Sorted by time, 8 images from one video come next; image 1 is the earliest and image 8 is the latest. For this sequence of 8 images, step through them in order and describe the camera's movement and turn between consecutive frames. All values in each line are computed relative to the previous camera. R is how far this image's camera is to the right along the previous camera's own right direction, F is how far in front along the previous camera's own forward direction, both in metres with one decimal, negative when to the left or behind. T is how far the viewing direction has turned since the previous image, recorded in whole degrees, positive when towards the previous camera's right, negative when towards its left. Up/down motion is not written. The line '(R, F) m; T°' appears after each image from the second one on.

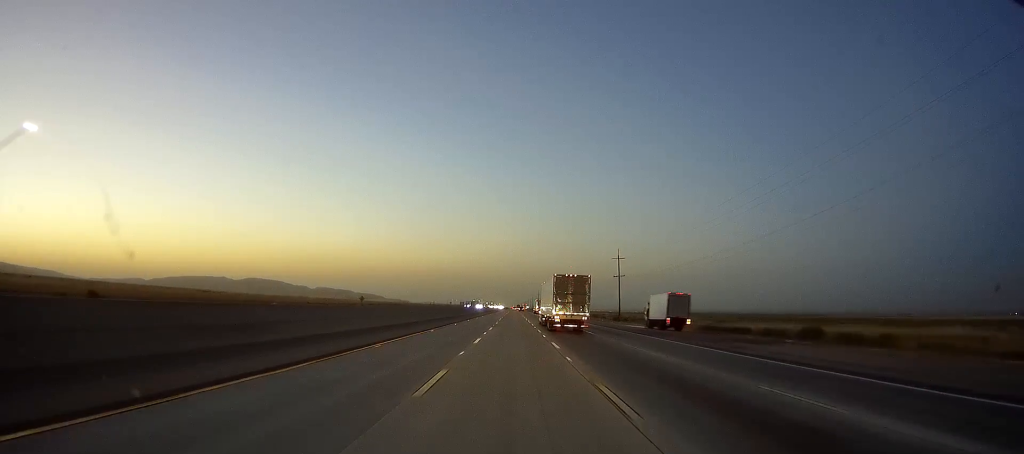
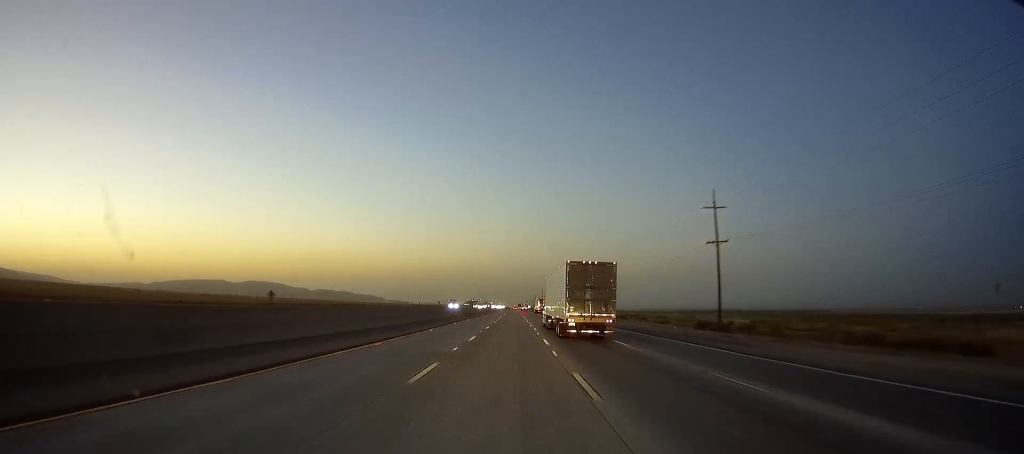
(+0.7, +56.8) m; 0°
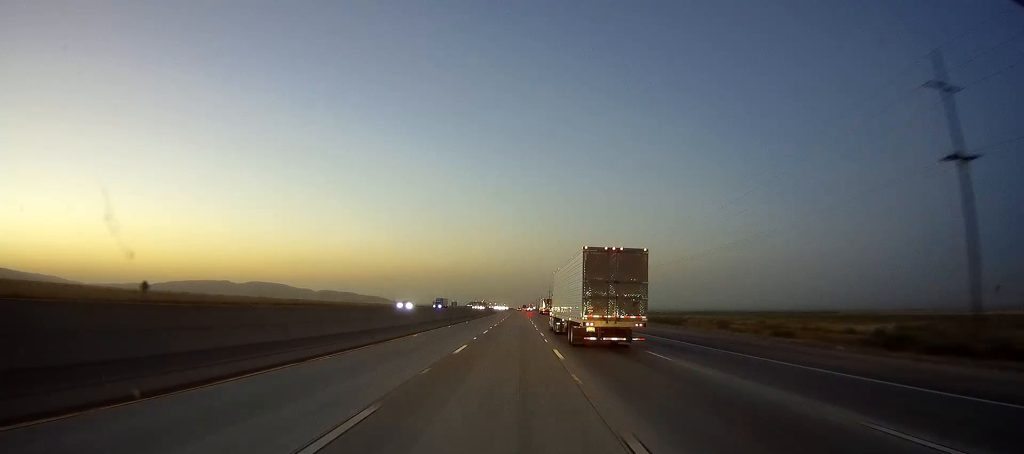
(-0.7, +36.1) m; -1°
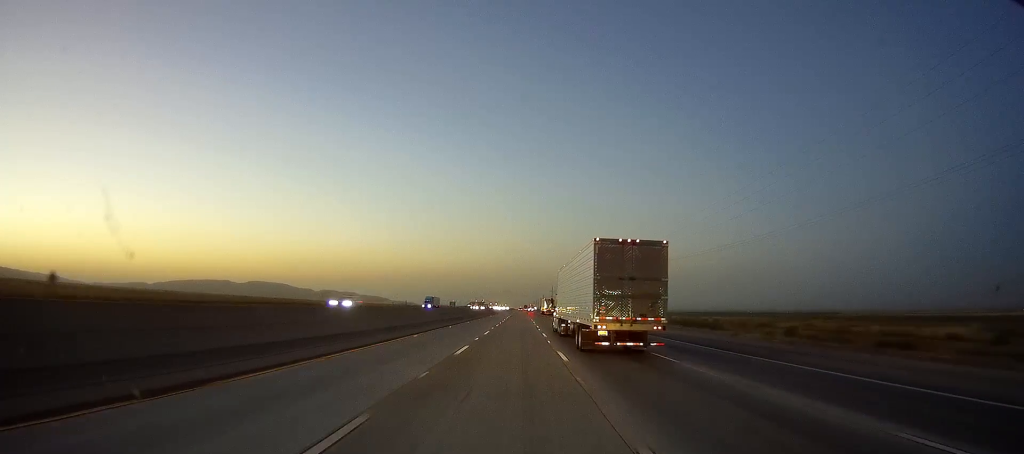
(-0.1, +15.3) m; +1°
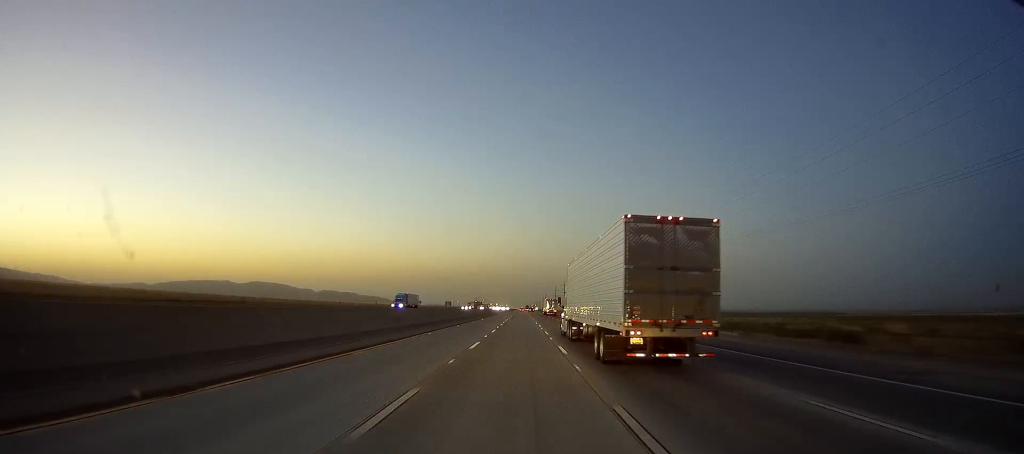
(+0.3, +26.2) m; 0°
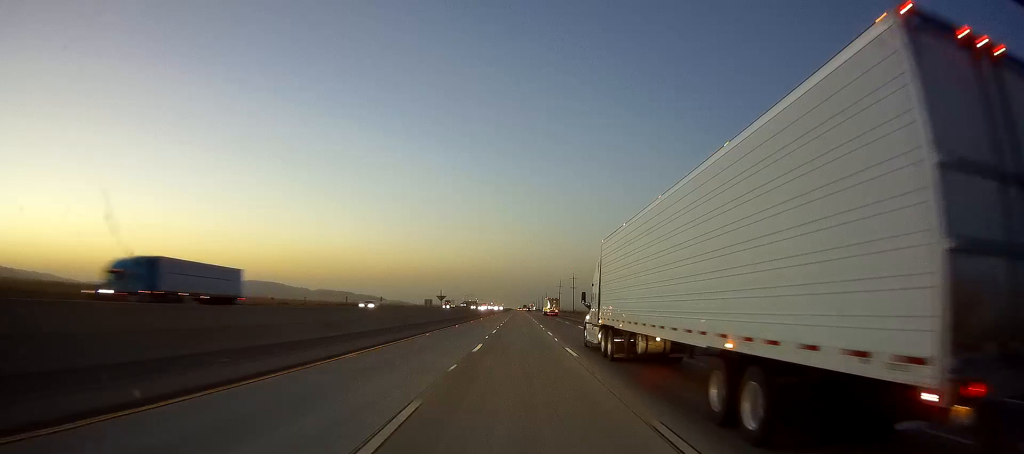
(0.0, +59.7) m; 0°
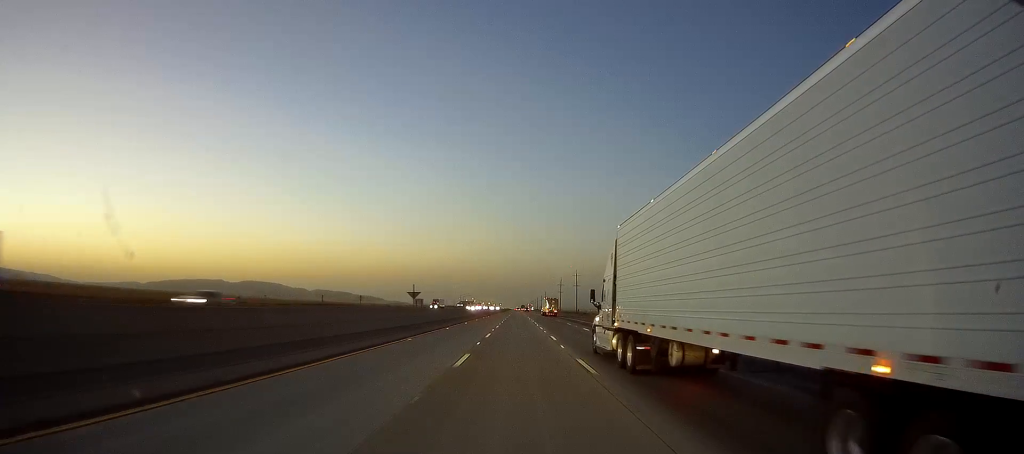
(+0.4, +19.5) m; 0°
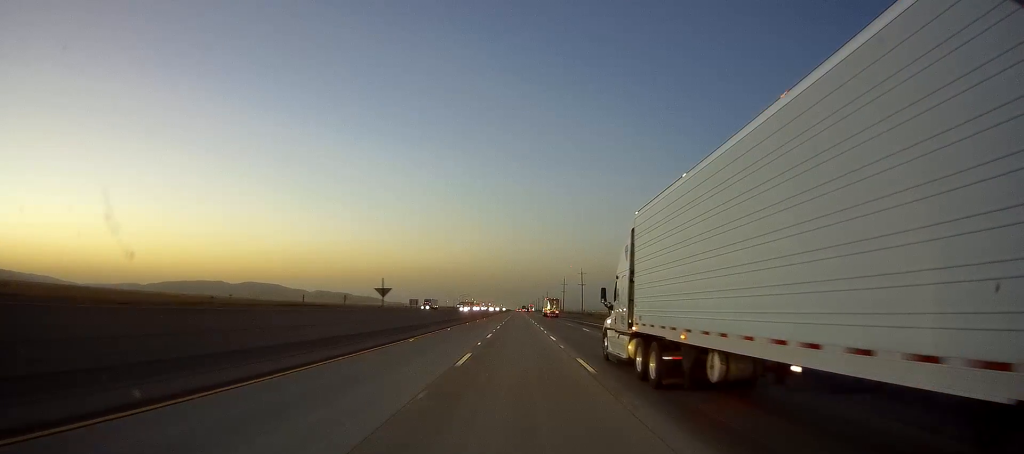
(-0.2, +14.1) m; 0°
